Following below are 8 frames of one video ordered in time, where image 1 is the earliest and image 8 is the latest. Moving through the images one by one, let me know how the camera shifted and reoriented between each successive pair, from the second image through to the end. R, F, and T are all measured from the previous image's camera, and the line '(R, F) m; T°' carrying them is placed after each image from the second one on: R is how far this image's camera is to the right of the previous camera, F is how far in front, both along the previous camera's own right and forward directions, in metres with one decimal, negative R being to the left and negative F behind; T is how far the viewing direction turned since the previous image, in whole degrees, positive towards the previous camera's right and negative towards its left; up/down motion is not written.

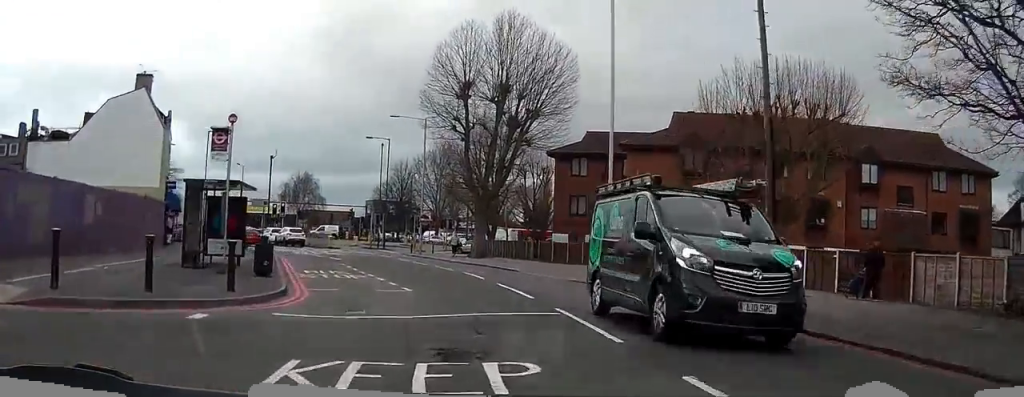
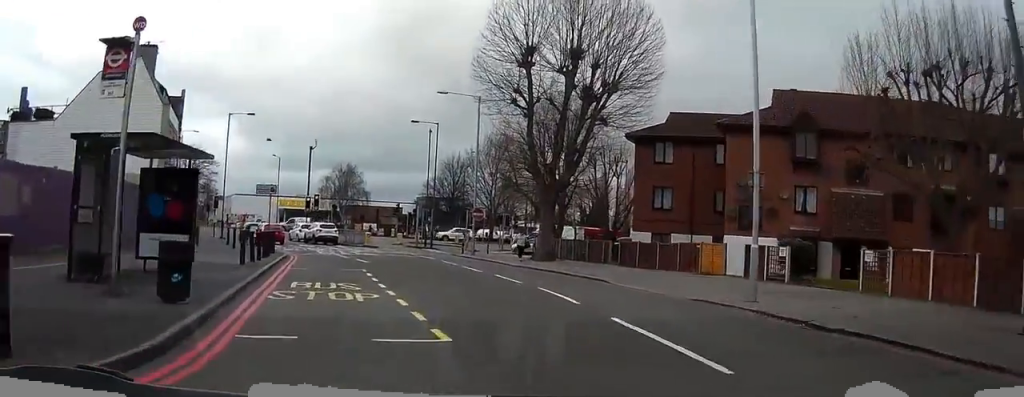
(-0.6, +8.6) m; -4°
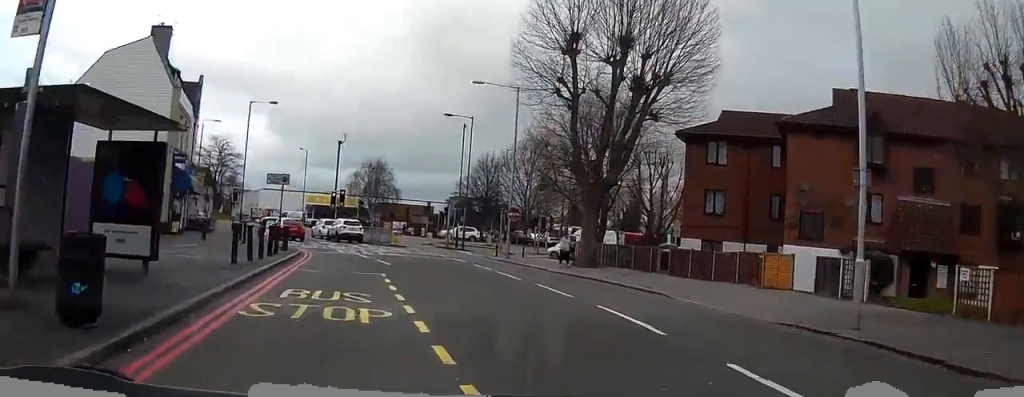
(0.0, +3.5) m; 0°
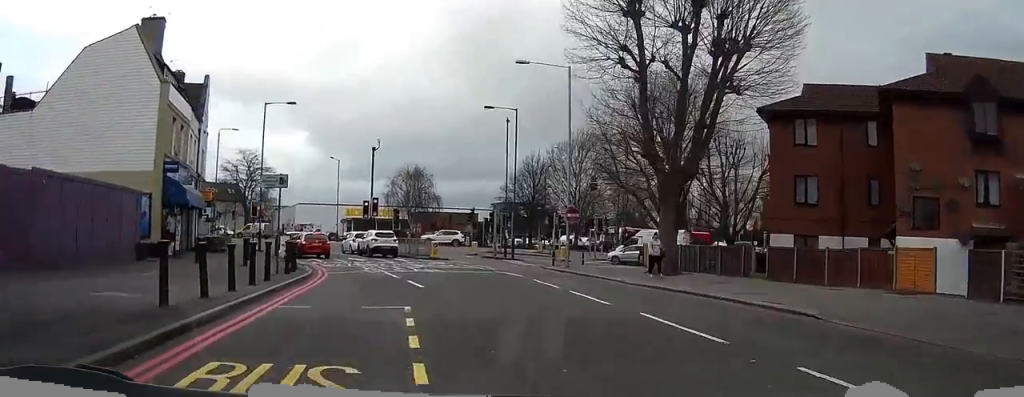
(-0.1, +6.4) m; -5°
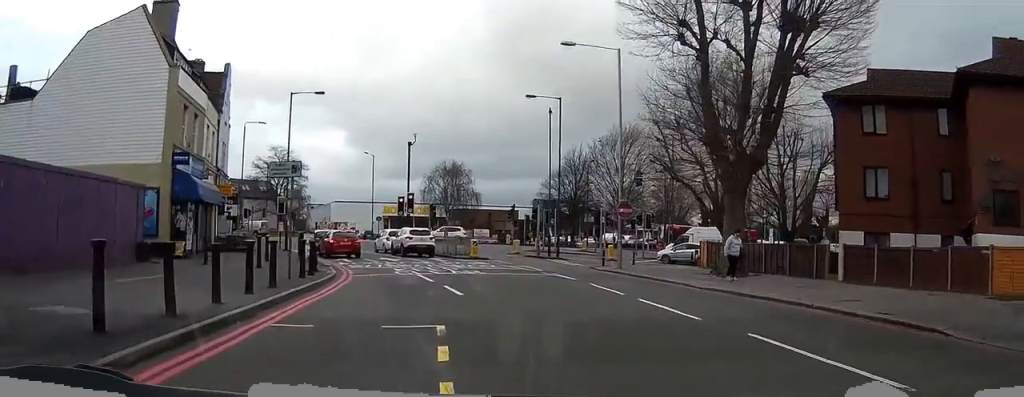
(-0.1, +3.1) m; -2°
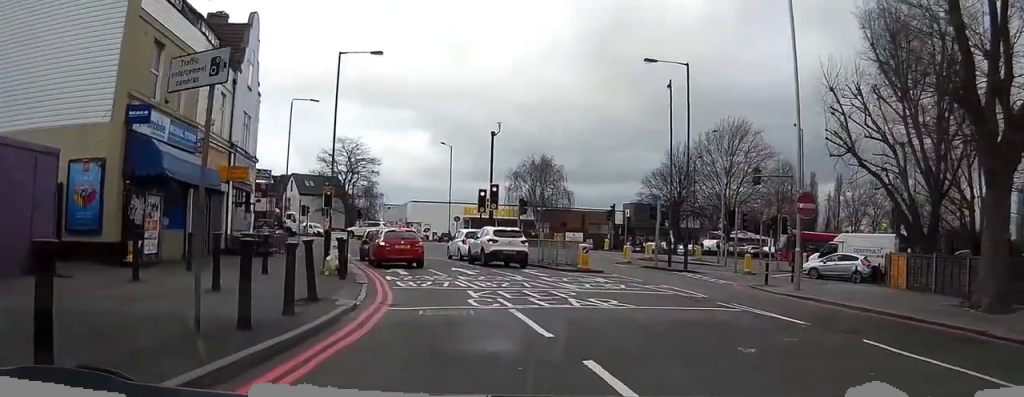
(-0.6, +10.8) m; -5°
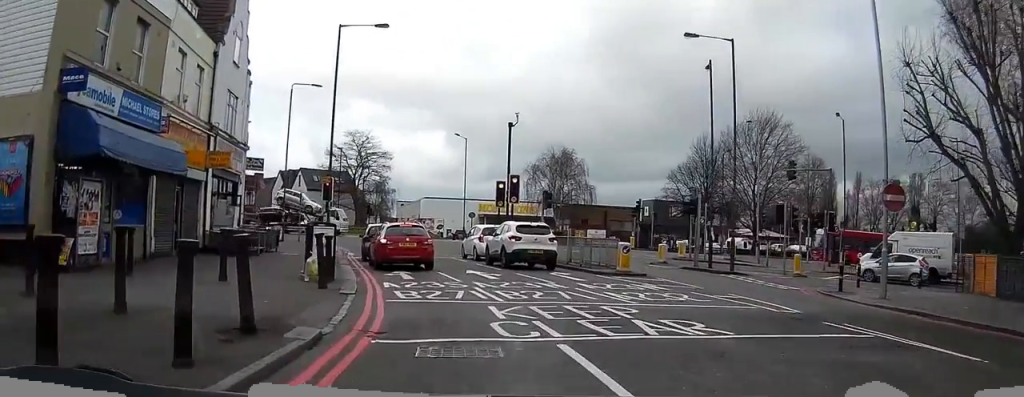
(-0.2, +4.1) m; -3°
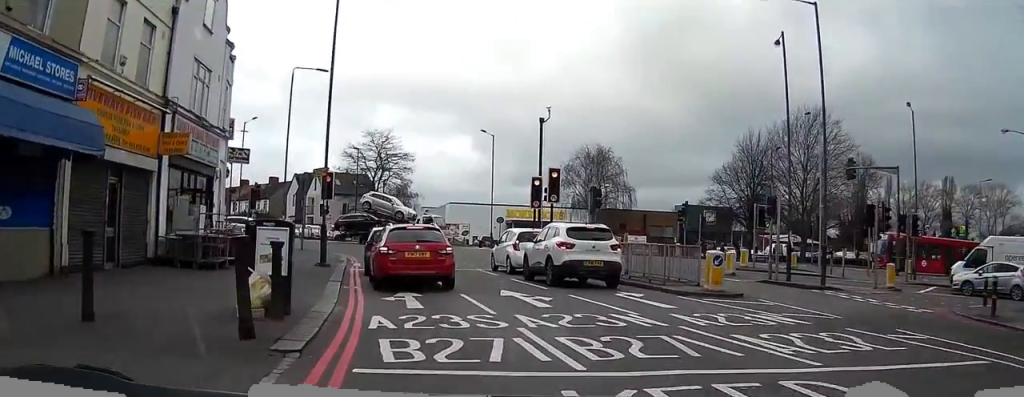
(-0.2, +6.1) m; -1°
